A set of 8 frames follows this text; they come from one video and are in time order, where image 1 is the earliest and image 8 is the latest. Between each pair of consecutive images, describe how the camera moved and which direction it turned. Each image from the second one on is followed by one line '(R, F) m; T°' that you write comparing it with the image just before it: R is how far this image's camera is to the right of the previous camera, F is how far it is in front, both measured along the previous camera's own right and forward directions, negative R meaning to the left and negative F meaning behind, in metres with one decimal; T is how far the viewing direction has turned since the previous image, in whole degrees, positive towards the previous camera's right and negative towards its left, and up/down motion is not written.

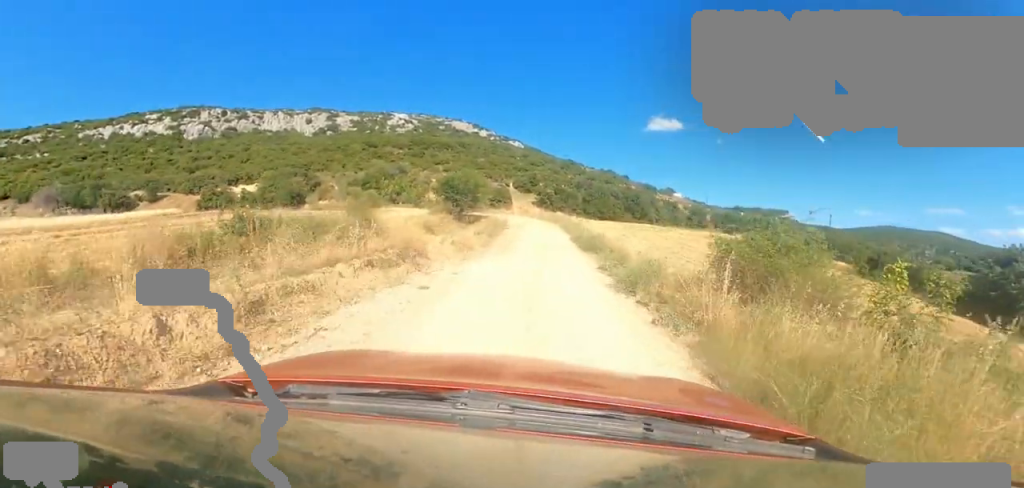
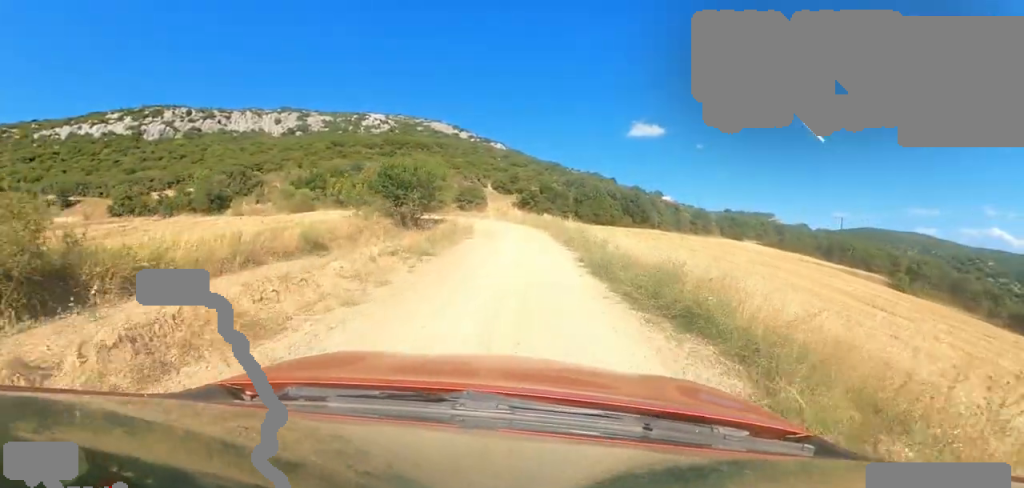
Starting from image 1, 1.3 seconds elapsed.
(+1.6, +11.2) m; +5°
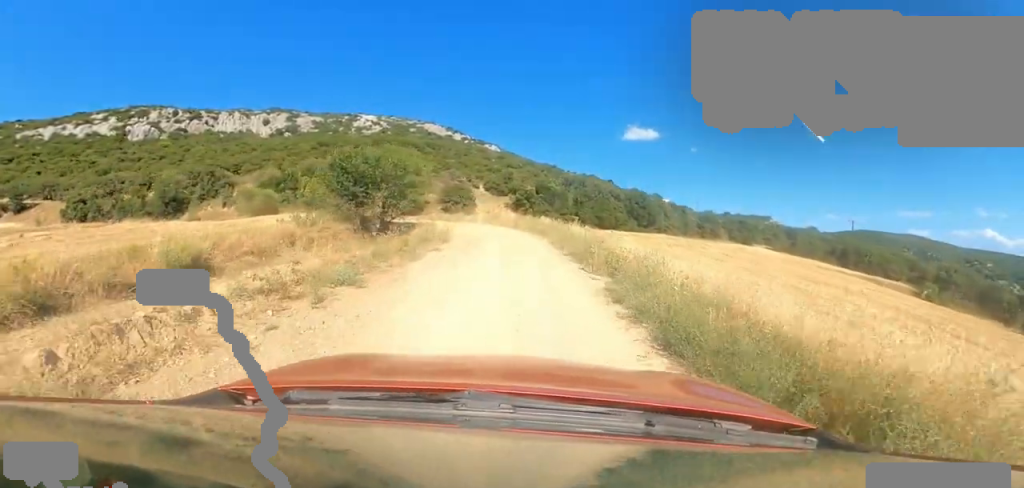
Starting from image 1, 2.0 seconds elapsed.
(+0.2, +5.3) m; -4°
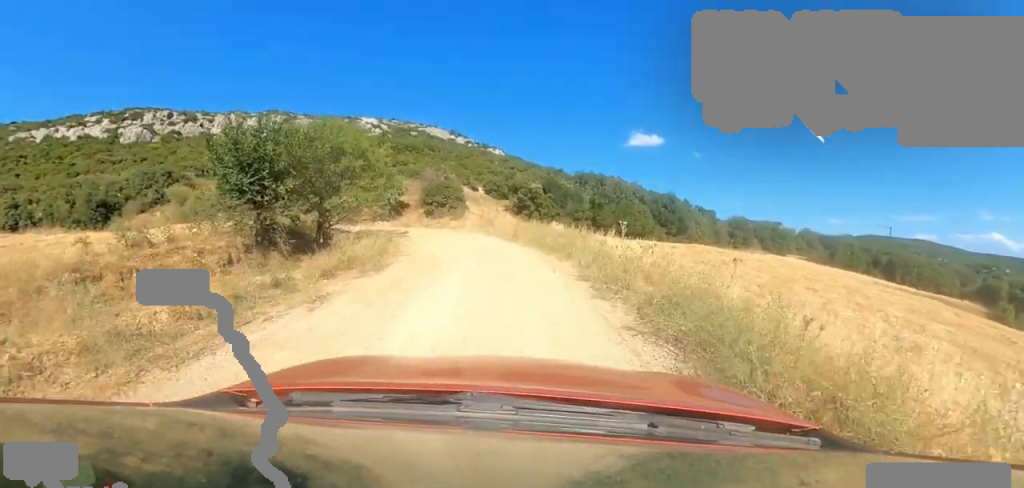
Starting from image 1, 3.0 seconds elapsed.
(-0.9, +8.1) m; 0°
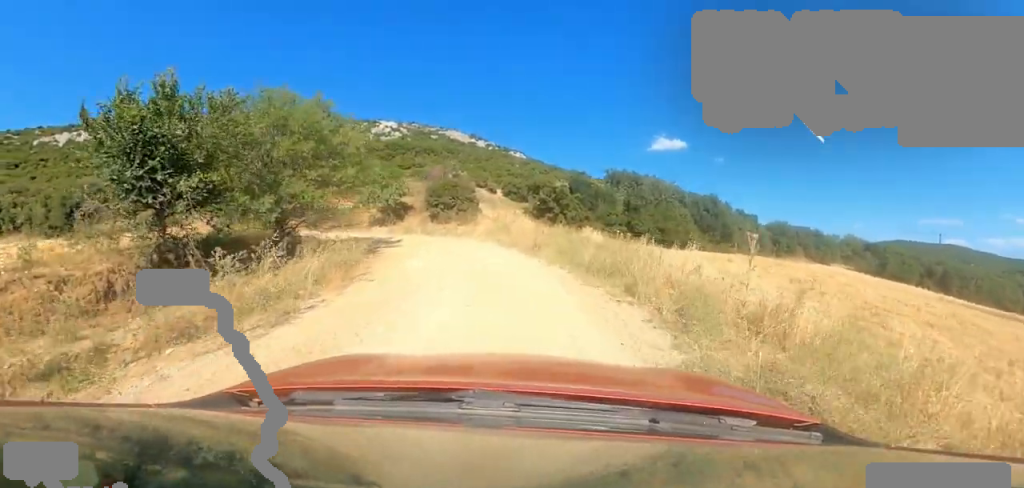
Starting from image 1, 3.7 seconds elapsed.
(+0.9, +4.8) m; 0°
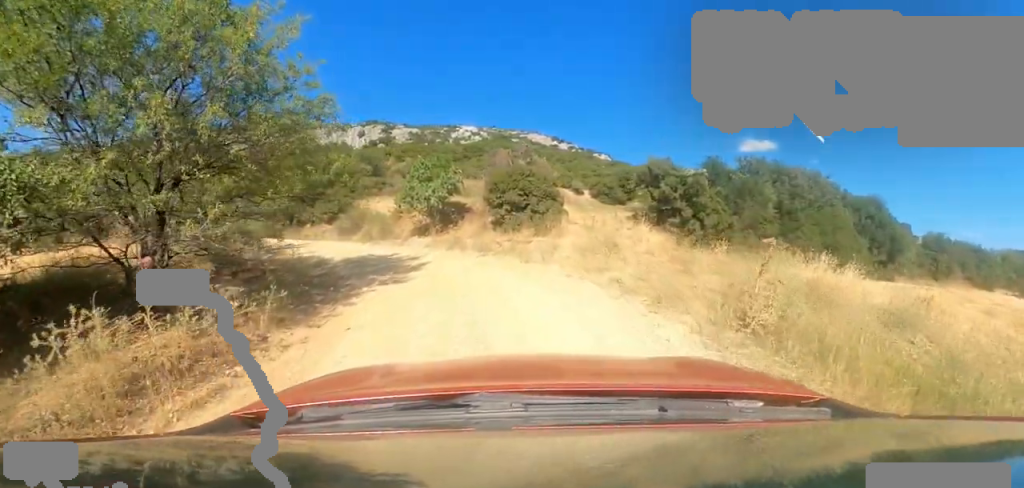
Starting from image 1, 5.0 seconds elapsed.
(-1.6, +8.5) m; -16°
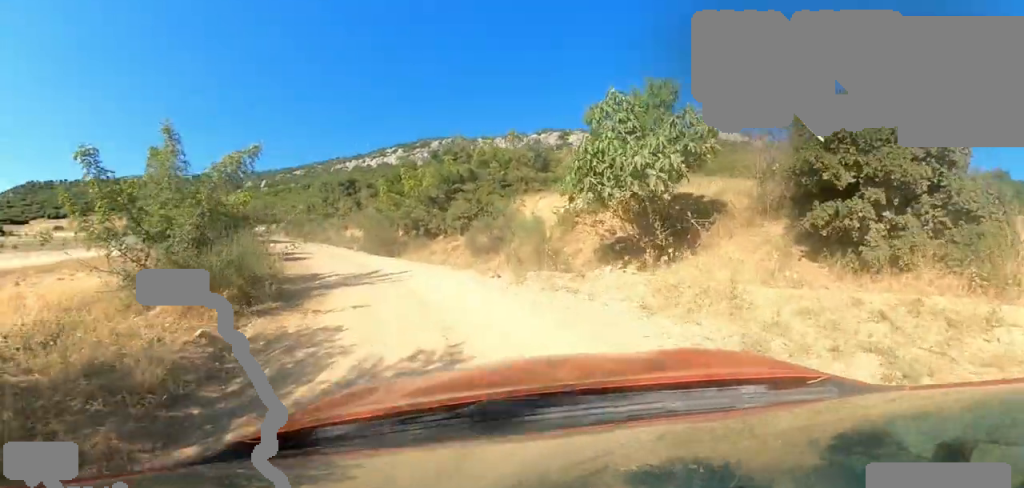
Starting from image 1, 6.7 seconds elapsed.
(-1.8, +10.3) m; -22°
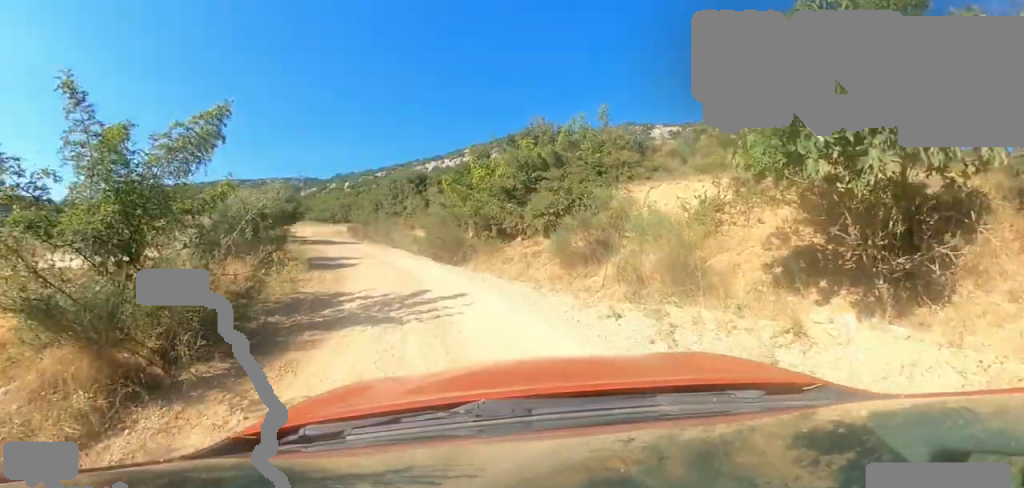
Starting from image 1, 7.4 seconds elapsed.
(-0.3, +3.8) m; -11°
